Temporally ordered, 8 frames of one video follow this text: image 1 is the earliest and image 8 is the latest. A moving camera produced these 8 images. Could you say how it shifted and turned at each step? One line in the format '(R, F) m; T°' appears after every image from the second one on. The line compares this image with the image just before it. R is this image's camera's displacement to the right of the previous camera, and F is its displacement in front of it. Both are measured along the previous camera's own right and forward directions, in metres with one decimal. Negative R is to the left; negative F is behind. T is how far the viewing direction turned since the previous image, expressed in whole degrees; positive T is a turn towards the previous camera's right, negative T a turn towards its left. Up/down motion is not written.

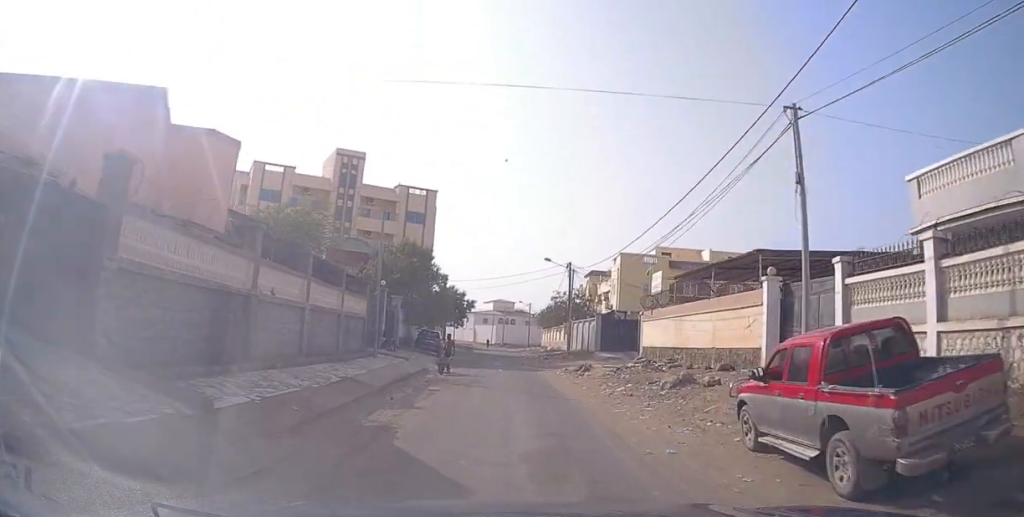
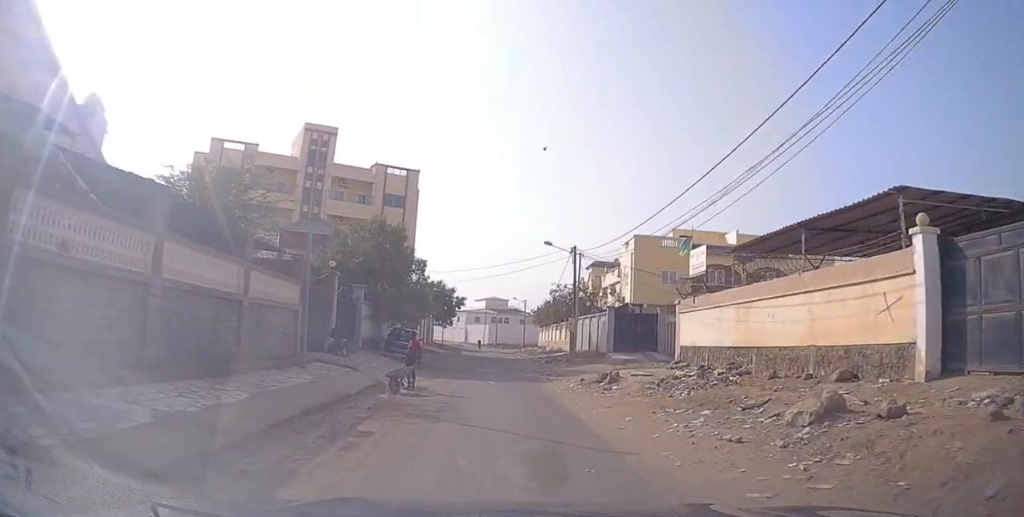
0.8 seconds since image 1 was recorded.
(+0.3, +8.5) m; +2°
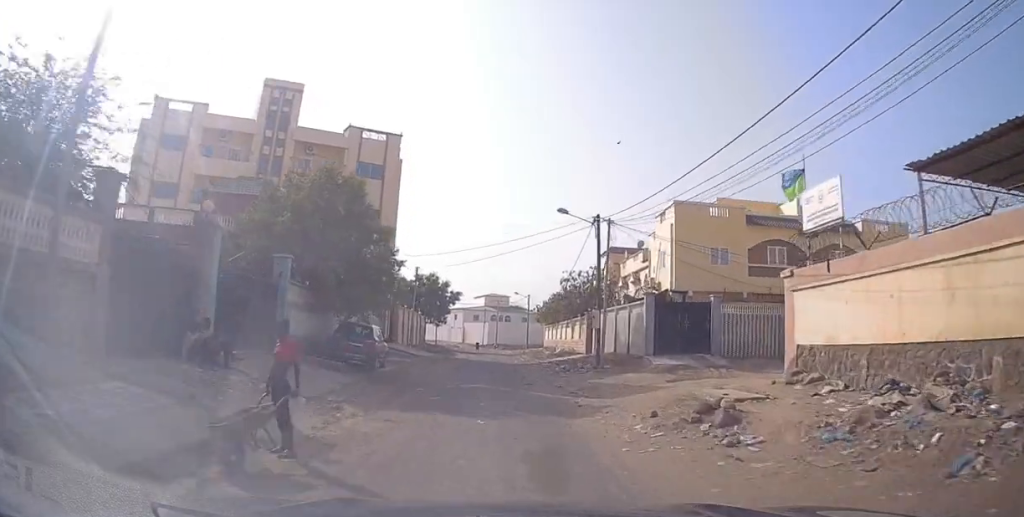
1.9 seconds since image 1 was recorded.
(+0.1, +10.4) m; 0°
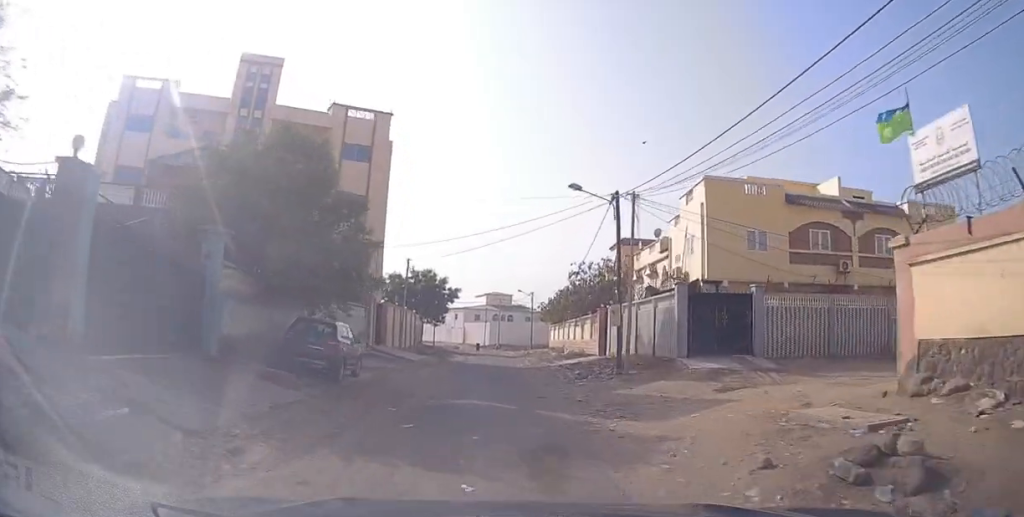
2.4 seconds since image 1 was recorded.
(-0.1, +4.9) m; 0°
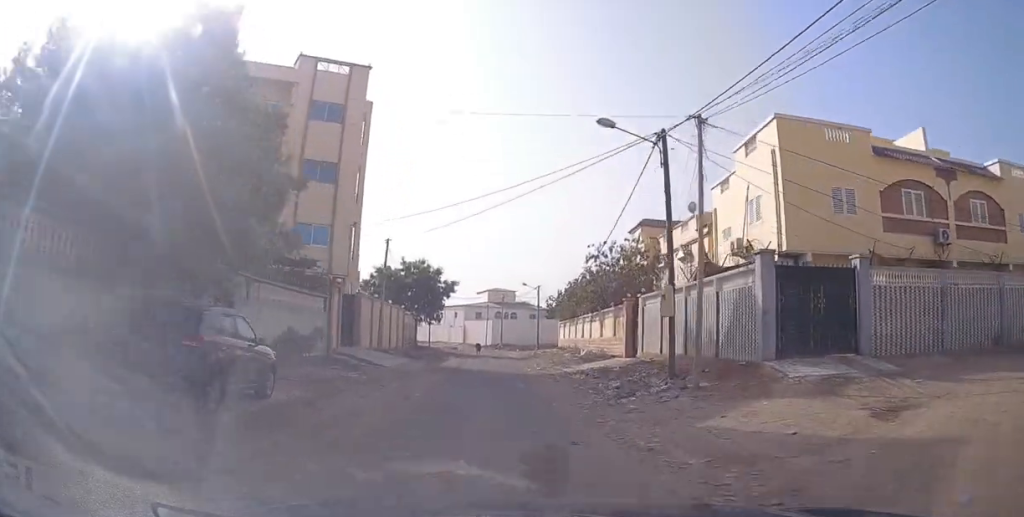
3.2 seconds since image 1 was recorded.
(0.0, +7.4) m; -1°
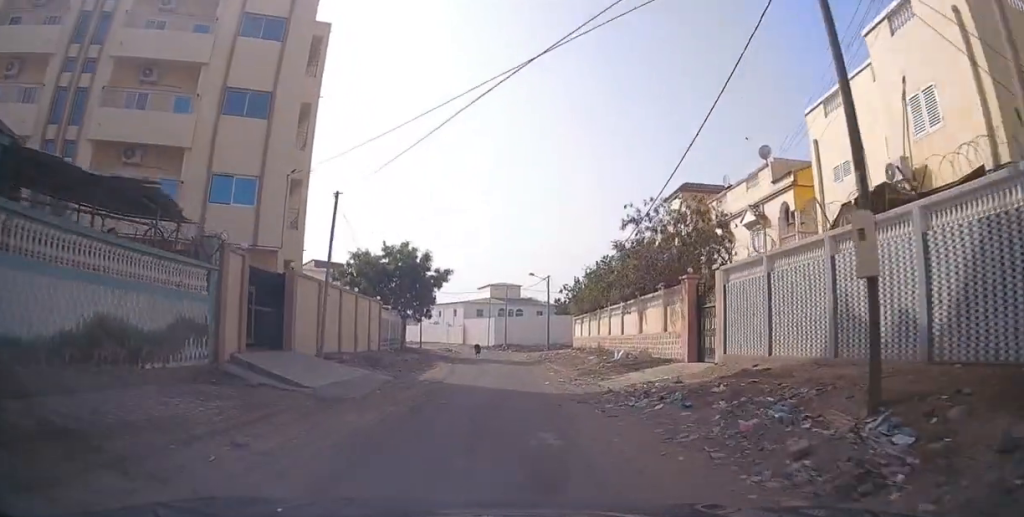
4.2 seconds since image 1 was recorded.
(-0.2, +9.4) m; -3°
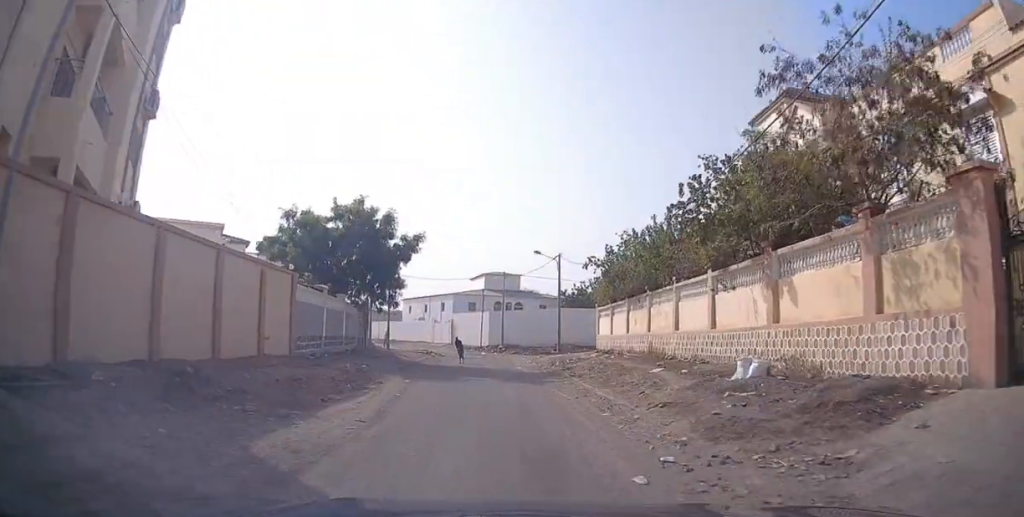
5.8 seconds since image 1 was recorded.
(-0.3, +15.0) m; +1°
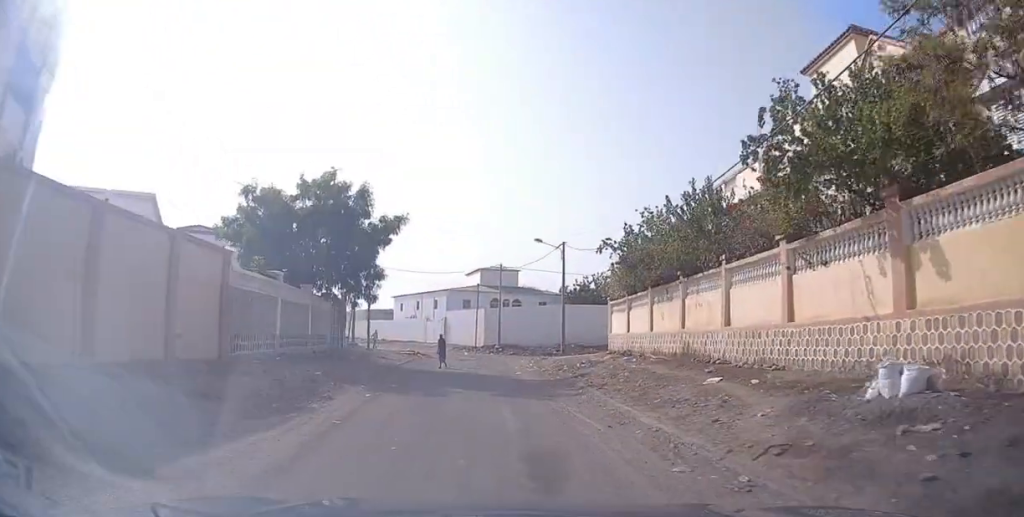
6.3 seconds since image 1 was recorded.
(+0.2, +6.4) m; +2°
